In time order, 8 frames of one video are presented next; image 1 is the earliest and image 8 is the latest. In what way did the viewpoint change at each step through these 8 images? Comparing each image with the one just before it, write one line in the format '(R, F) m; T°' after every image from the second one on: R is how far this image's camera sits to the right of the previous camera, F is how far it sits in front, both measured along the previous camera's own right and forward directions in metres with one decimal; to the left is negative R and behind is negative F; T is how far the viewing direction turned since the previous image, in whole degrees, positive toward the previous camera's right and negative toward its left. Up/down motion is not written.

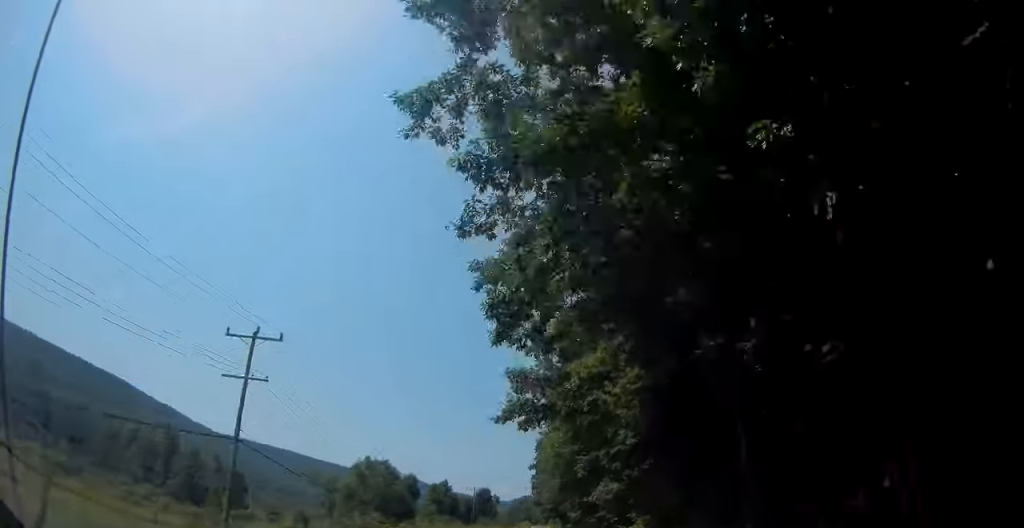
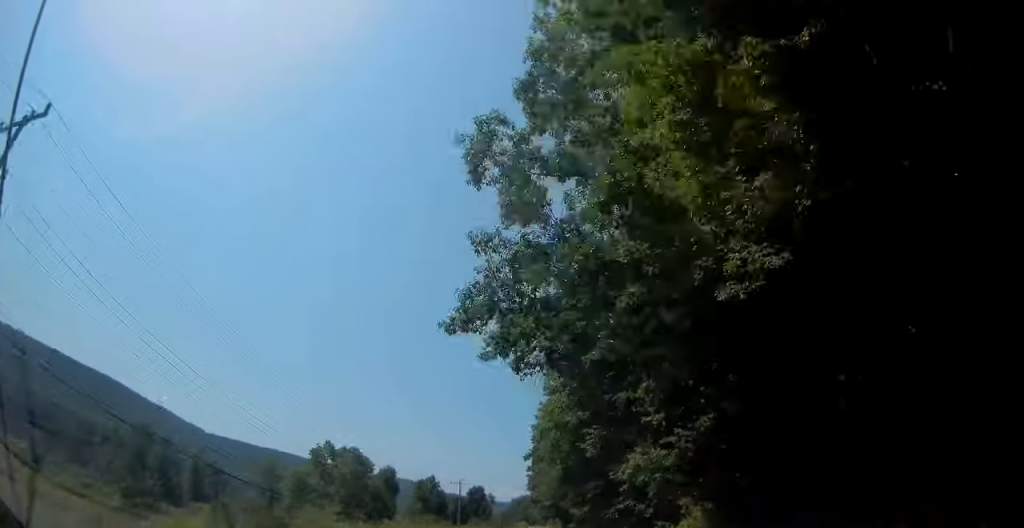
(-0.1, +16.4) m; 0°
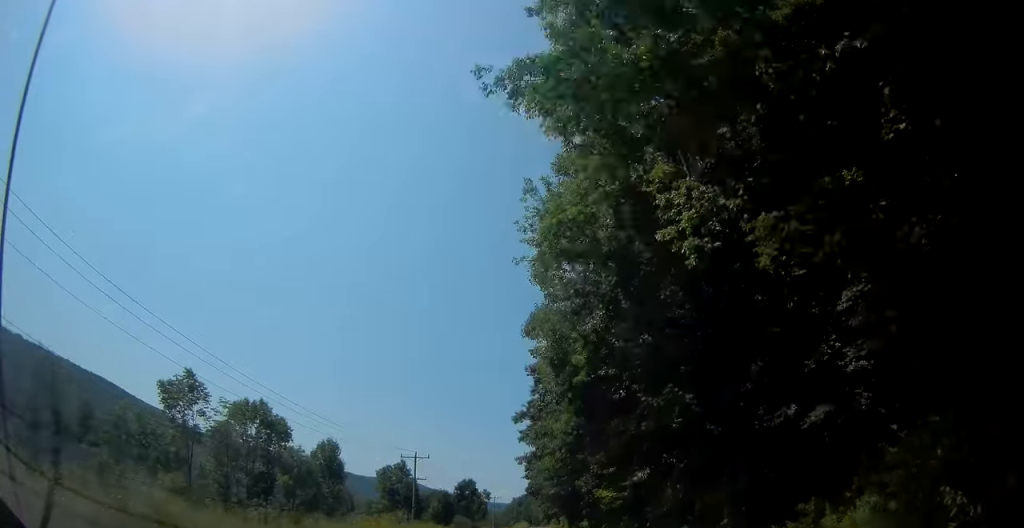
(-0.2, +32.5) m; -1°
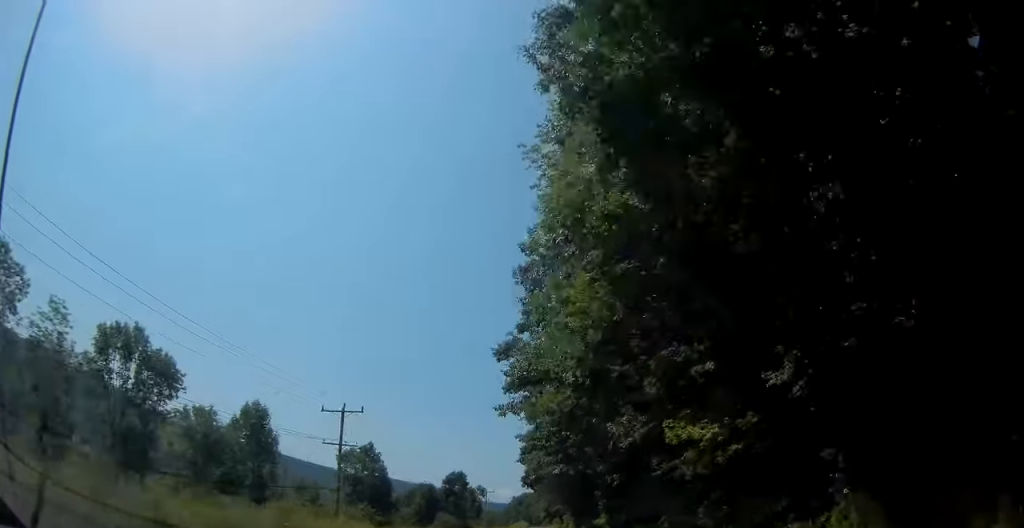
(0.0, +22.1) m; 0°
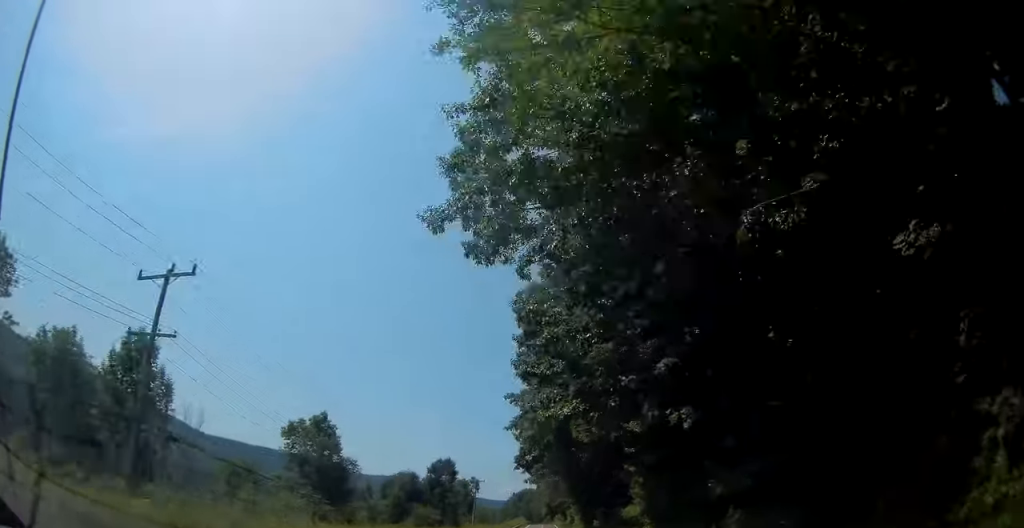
(0.0, +20.3) m; 0°
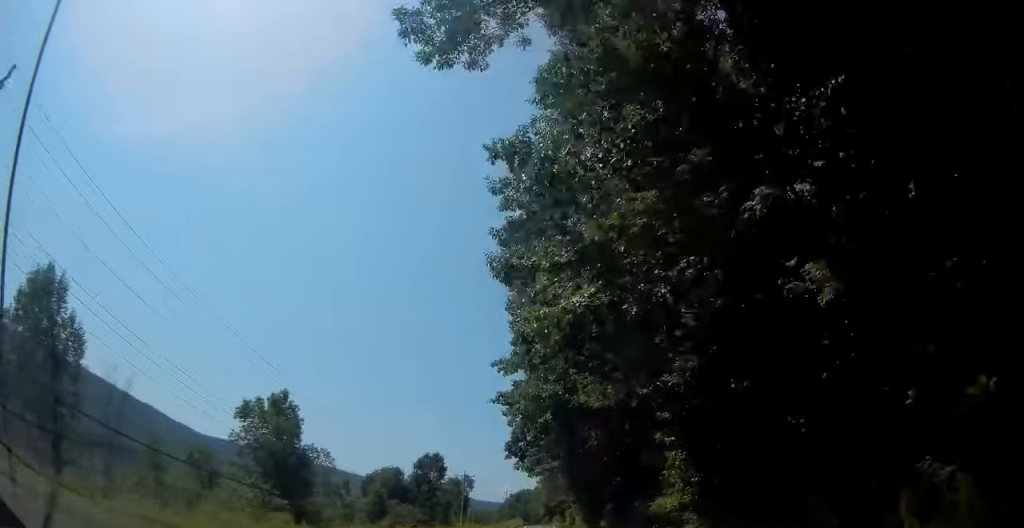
(0.0, +11.0) m; 0°
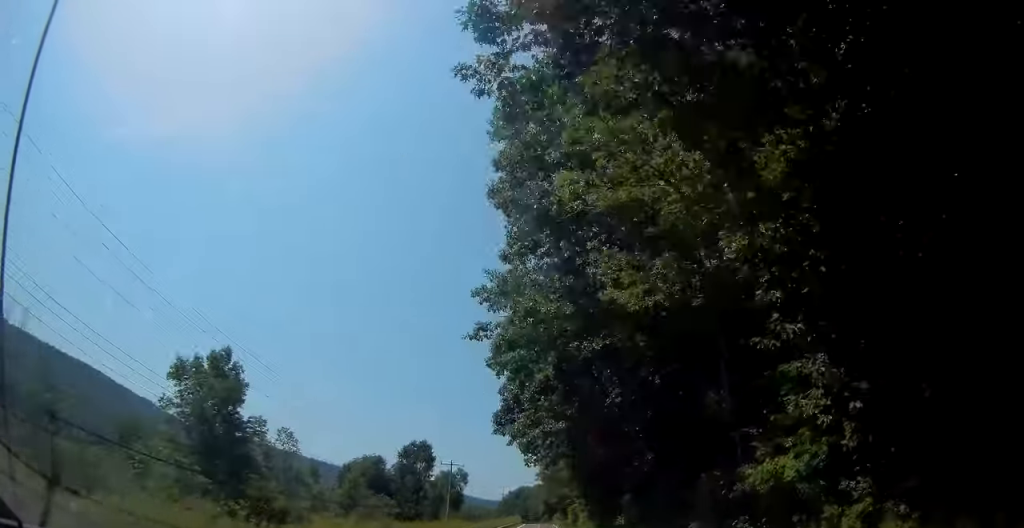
(0.0, +12.7) m; 0°
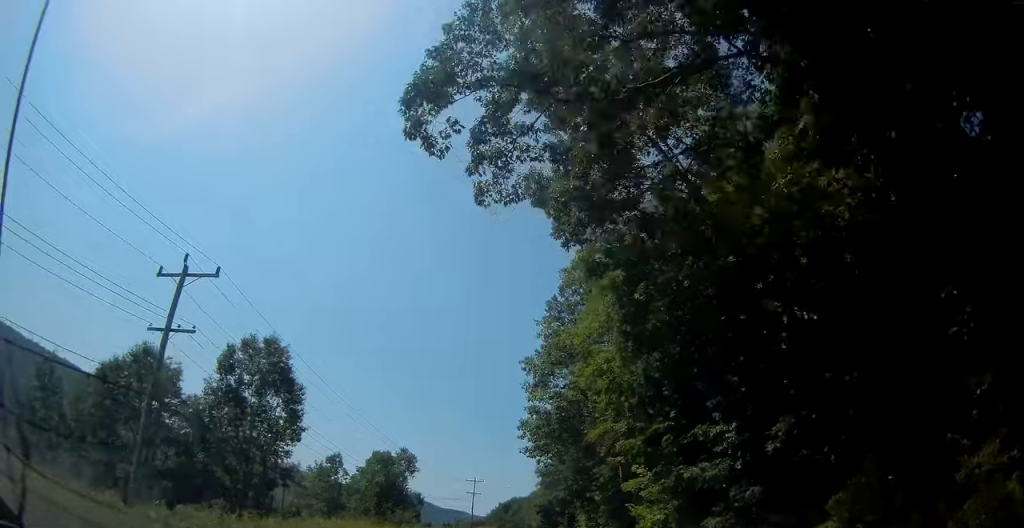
(+0.2, +59.9) m; 0°
